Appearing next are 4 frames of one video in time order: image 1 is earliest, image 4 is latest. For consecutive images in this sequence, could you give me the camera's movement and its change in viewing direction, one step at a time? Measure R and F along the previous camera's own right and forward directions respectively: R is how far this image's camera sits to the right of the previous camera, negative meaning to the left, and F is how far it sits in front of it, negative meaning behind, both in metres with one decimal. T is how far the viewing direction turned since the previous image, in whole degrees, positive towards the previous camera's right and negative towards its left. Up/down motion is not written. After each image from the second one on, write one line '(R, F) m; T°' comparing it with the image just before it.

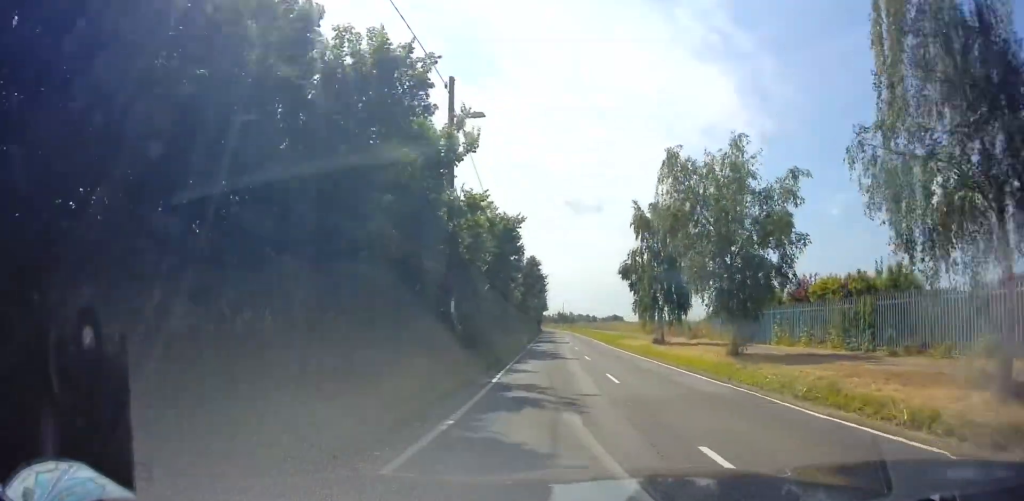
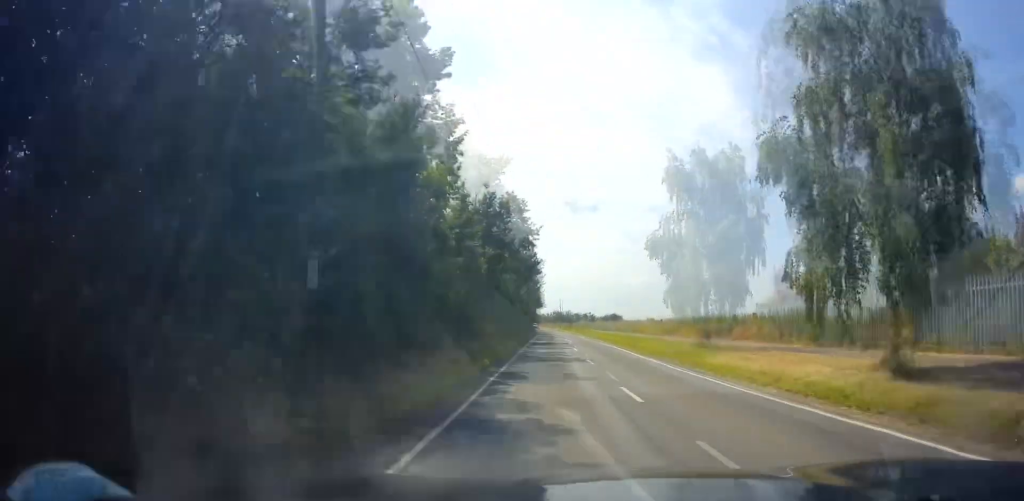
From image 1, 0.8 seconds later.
(+0.1, +11.5) m; 0°
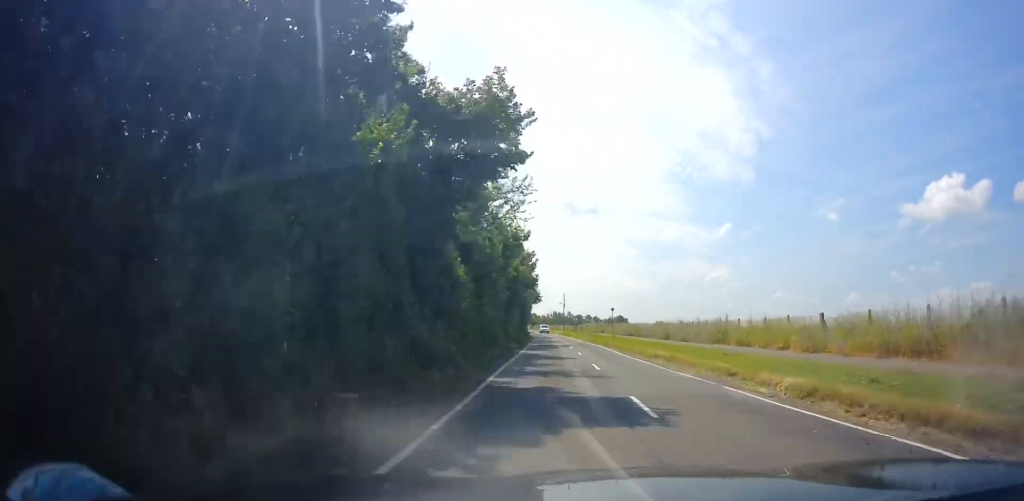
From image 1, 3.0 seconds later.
(-0.4, +32.4) m; 0°
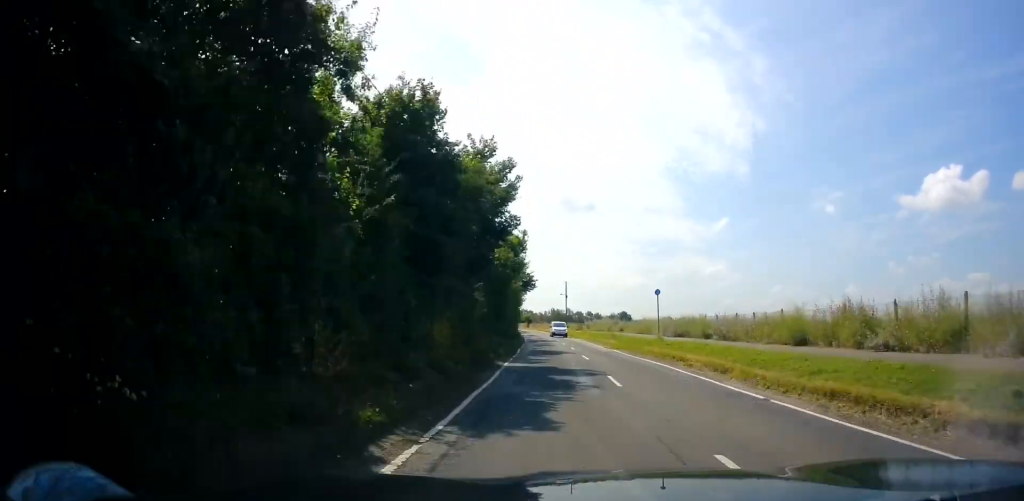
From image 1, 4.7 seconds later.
(+0.3, +24.8) m; 0°
